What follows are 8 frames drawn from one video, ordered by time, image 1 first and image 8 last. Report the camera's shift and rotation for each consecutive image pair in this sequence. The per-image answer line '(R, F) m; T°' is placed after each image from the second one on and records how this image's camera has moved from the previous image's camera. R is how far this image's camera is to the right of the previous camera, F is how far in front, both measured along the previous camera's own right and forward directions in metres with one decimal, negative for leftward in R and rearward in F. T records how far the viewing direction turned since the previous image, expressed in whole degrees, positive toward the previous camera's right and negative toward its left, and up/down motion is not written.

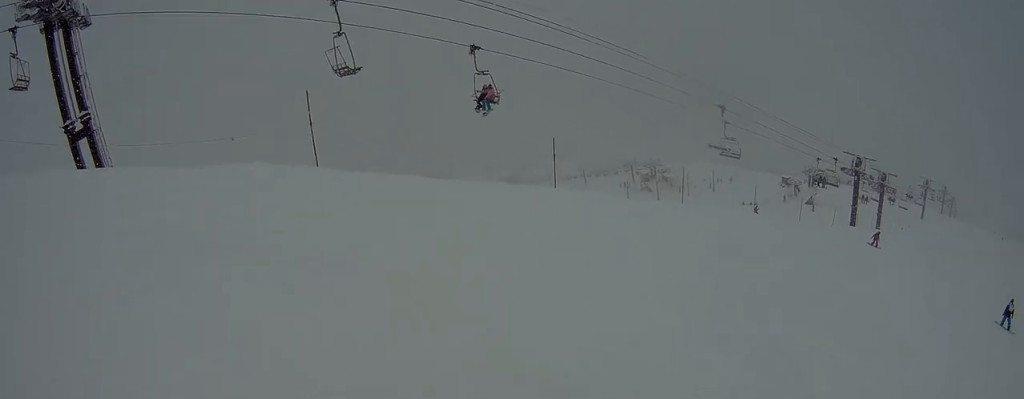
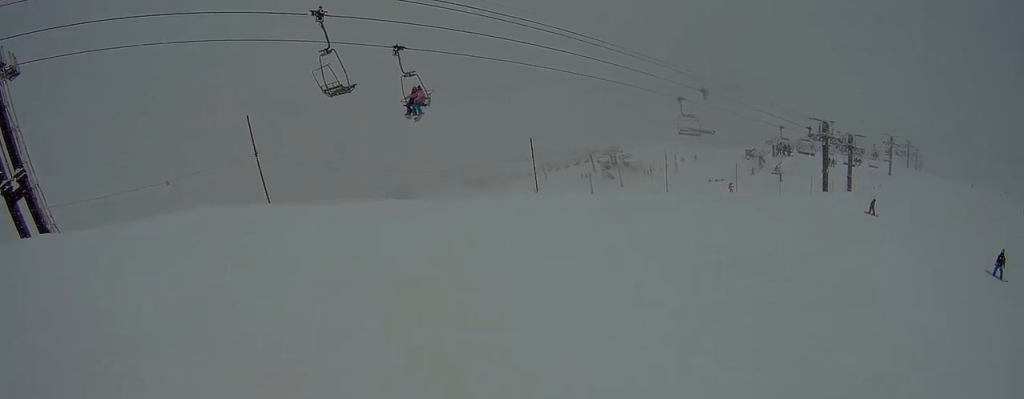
(-0.7, +2.0) m; -1°
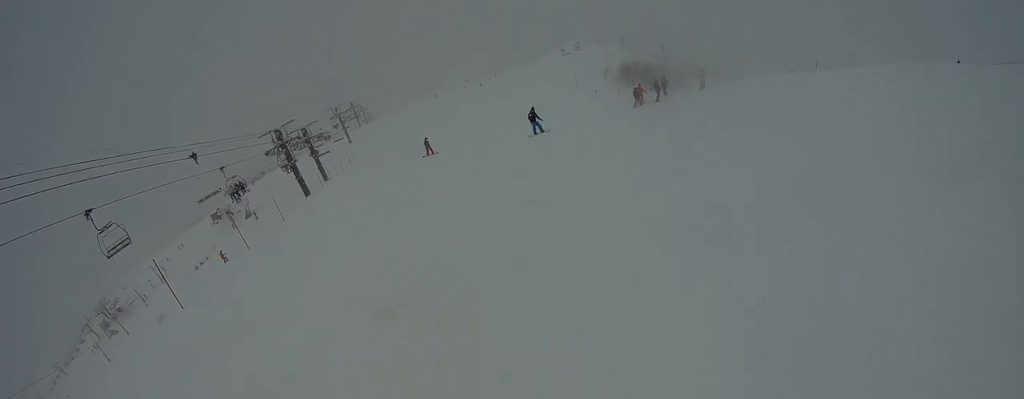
(+2.5, +7.6) m; +24°
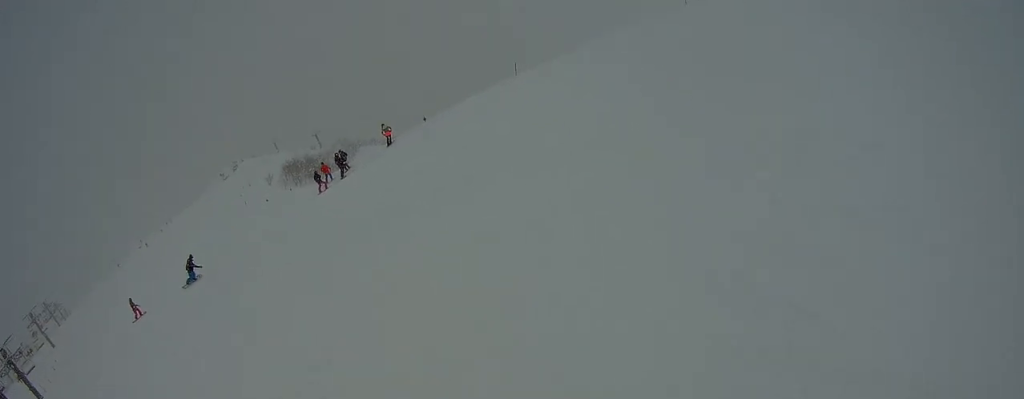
(-0.2, +4.9) m; +1°
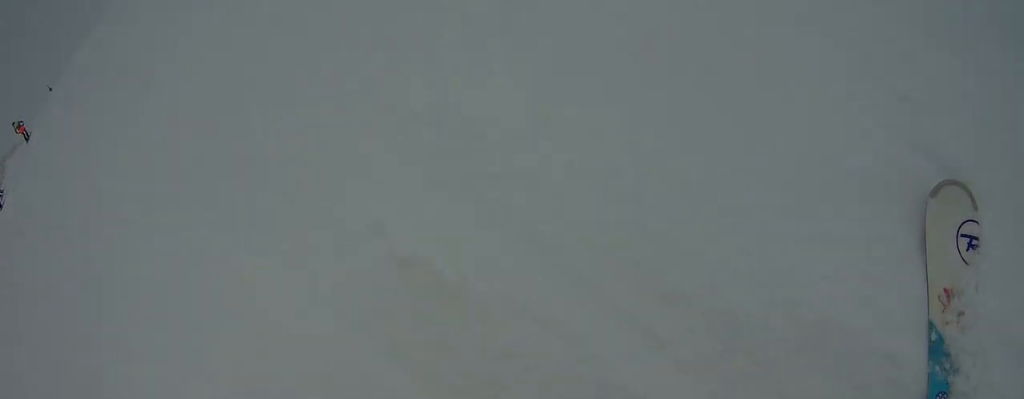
(+0.2, +4.3) m; +12°
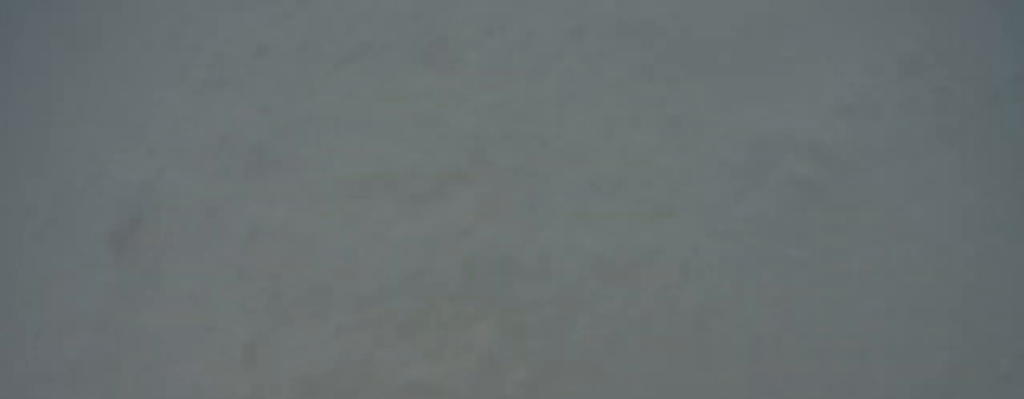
(+0.3, +3.6) m; +18°
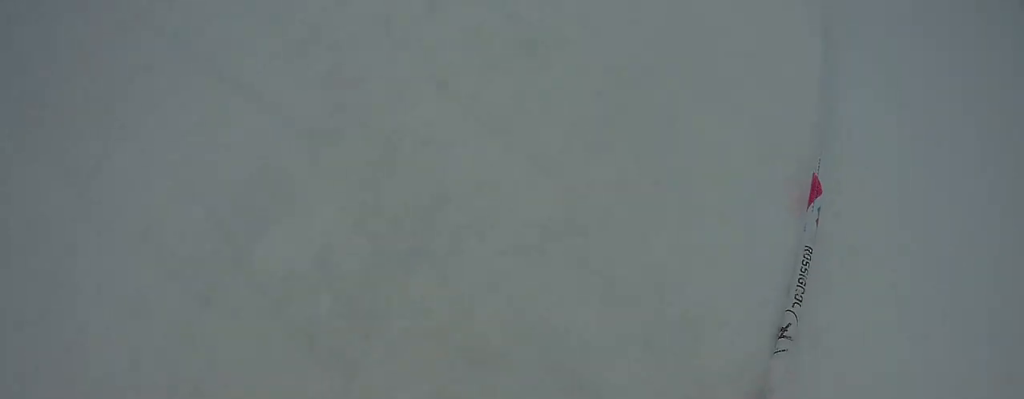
(+0.5, +3.7) m; +26°
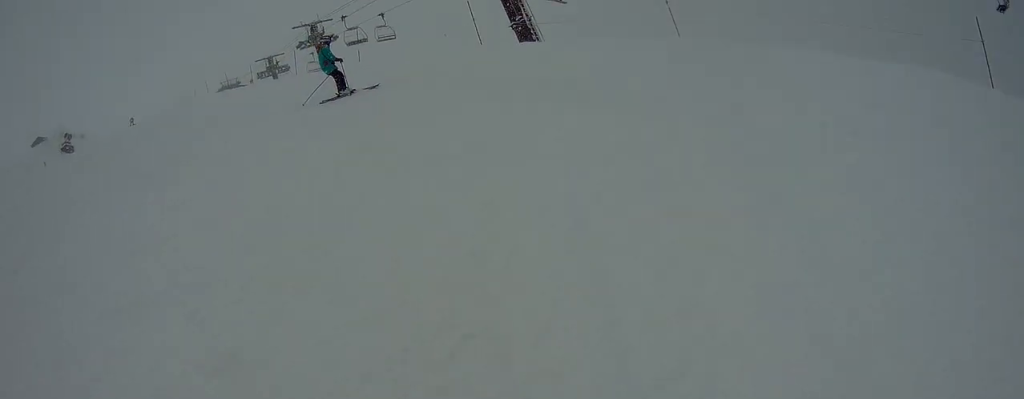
(+0.7, +1.7) m; +29°
